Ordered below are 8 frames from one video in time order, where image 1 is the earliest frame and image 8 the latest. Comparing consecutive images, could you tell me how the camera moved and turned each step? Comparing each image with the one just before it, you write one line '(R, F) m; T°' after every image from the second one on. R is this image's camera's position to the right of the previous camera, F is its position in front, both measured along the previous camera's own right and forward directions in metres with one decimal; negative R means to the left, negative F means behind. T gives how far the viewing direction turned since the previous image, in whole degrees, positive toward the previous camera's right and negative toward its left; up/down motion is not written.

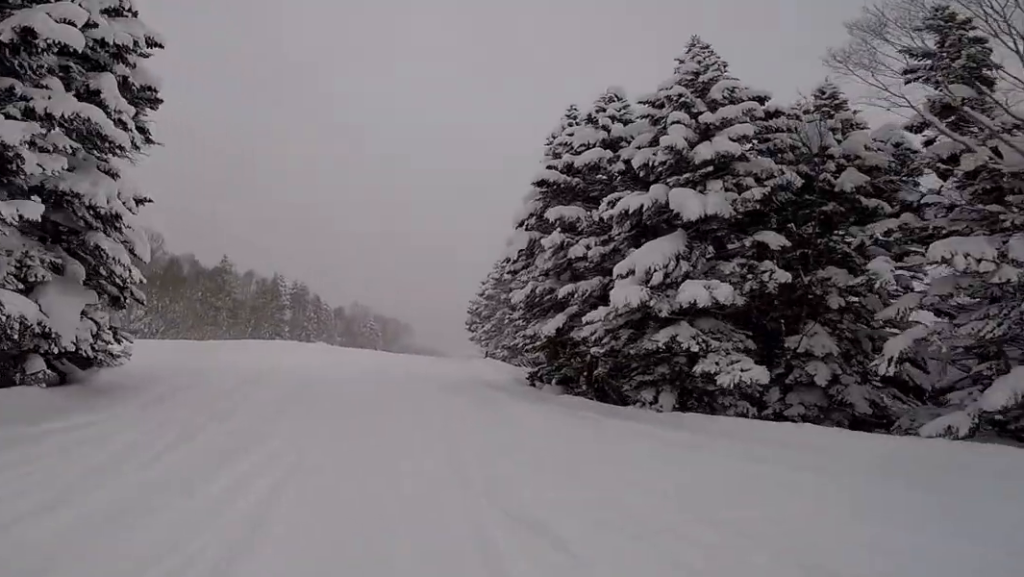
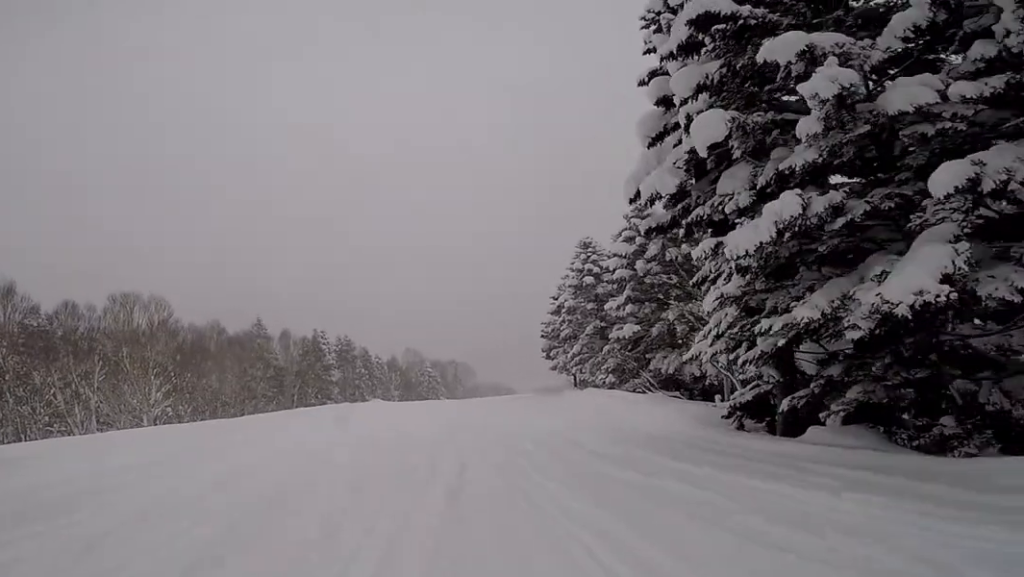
(-0.1, +9.4) m; -1°
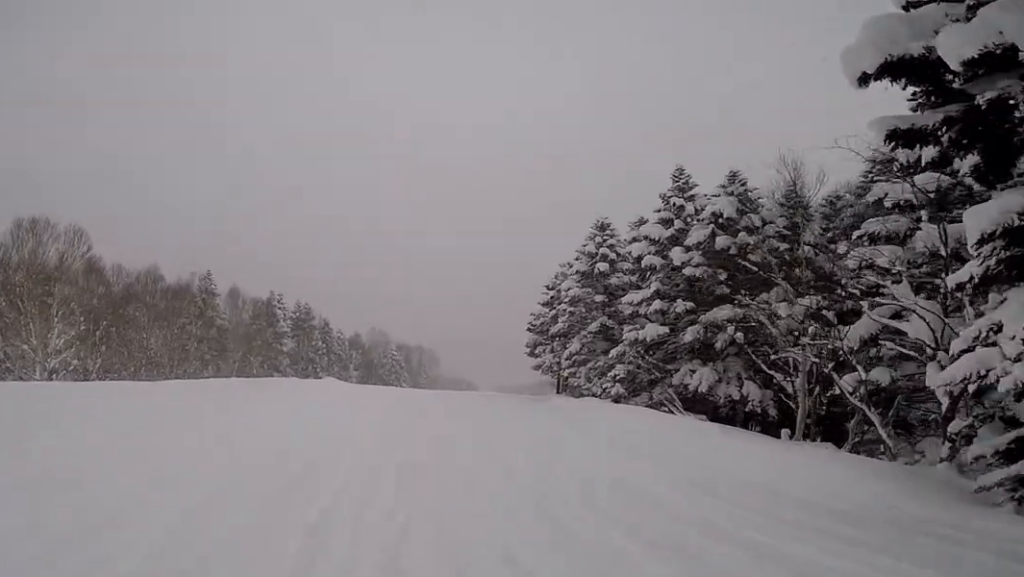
(0.0, +6.9) m; 0°
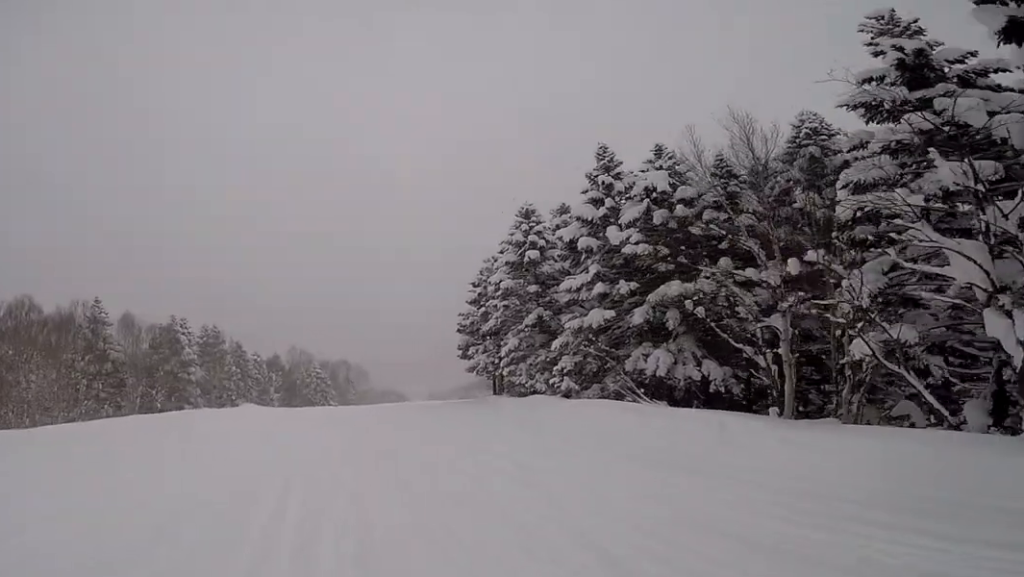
(0.0, +3.3) m; 0°
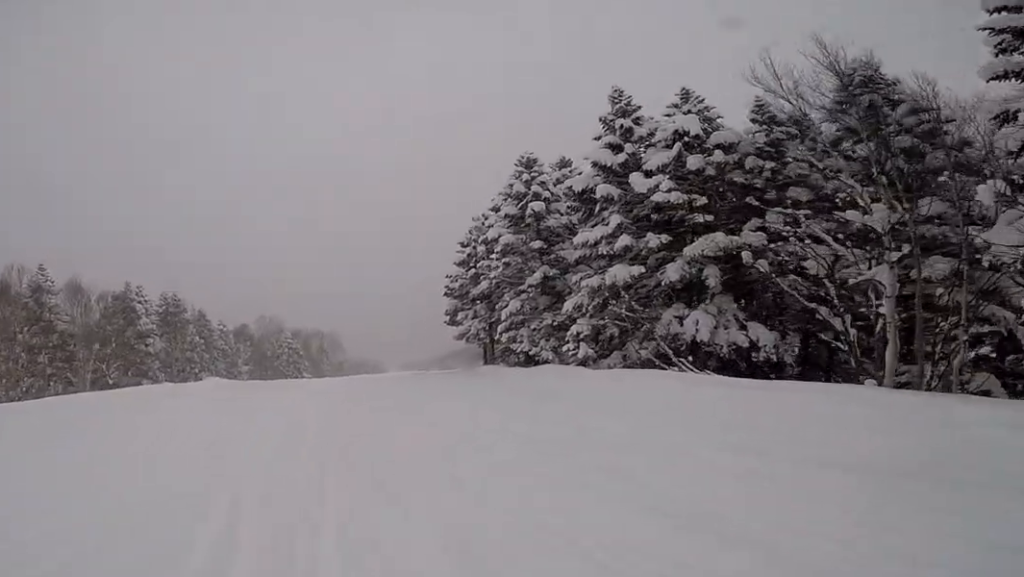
(0.0, +3.8) m; 0°
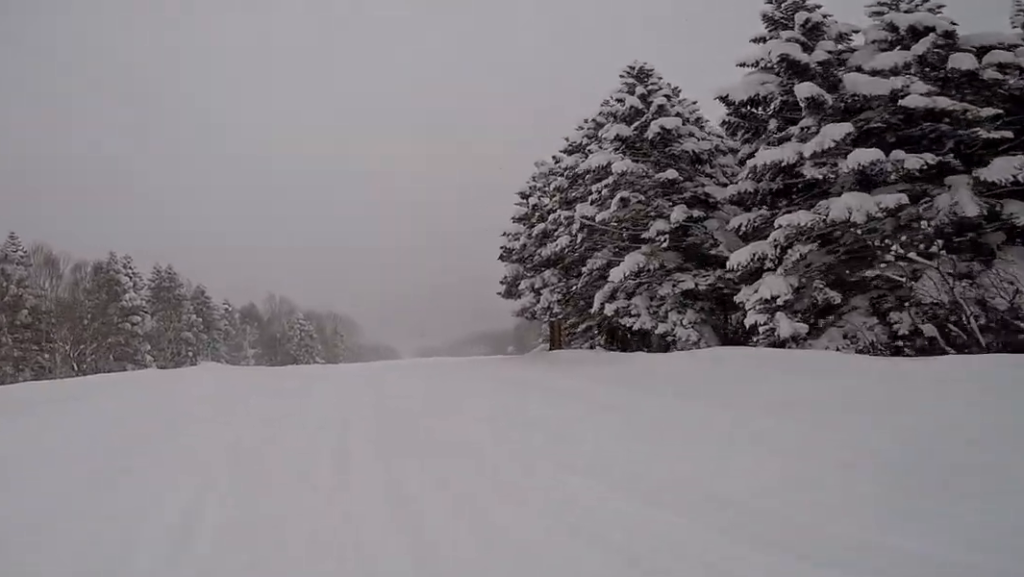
(0.0, +8.0) m; 0°
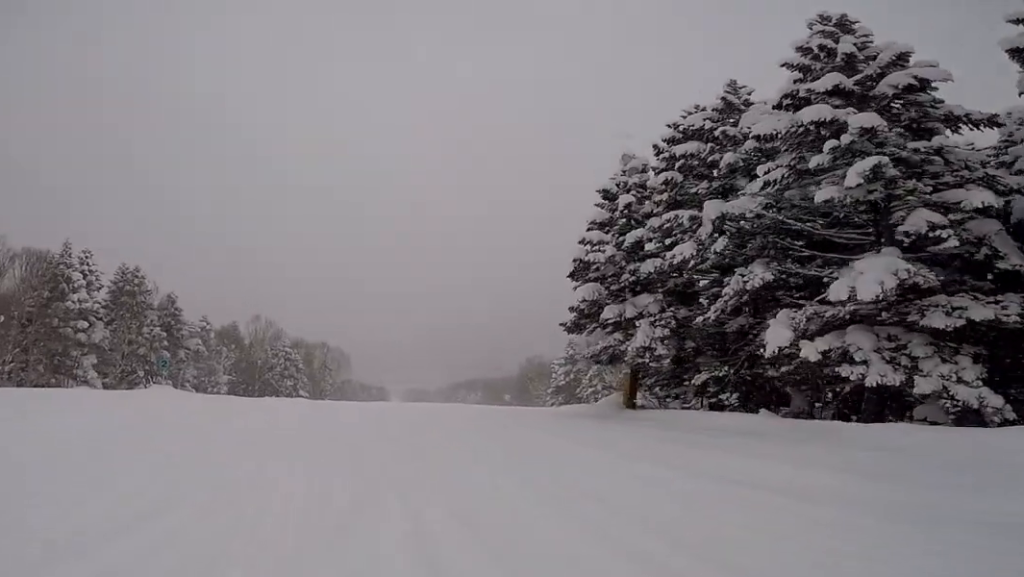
(0.0, +7.8) m; 0°
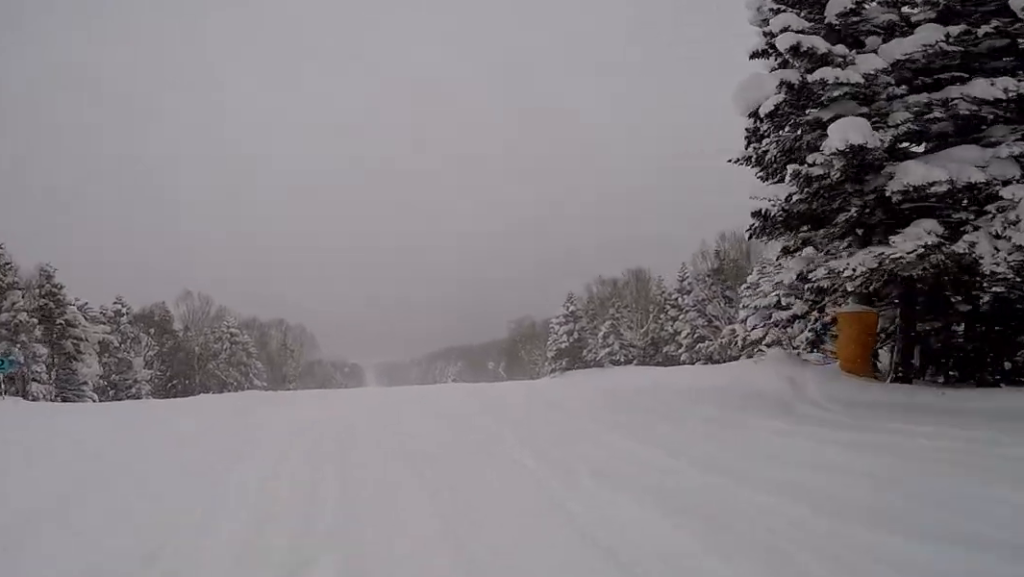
(0.0, +11.9) m; +10°
